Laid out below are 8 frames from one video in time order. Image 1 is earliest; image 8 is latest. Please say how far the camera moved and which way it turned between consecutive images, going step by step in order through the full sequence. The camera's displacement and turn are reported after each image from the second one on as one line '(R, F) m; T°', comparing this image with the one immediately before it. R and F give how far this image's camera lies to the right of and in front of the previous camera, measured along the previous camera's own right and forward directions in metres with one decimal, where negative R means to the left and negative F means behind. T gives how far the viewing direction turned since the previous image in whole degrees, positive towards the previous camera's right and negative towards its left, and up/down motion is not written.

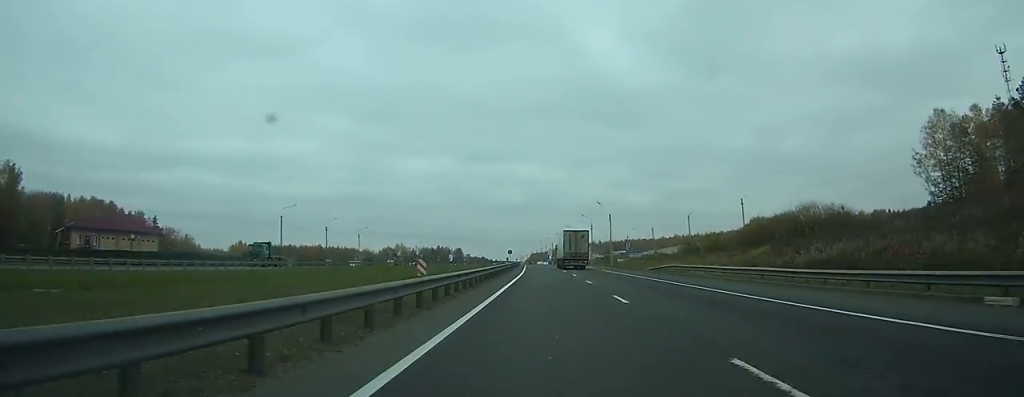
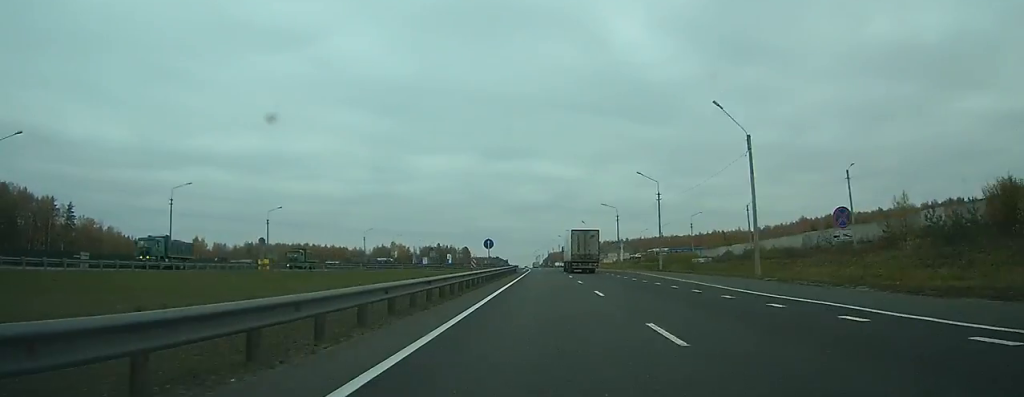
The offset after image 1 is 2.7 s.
(-0.5, +73.1) m; -1°
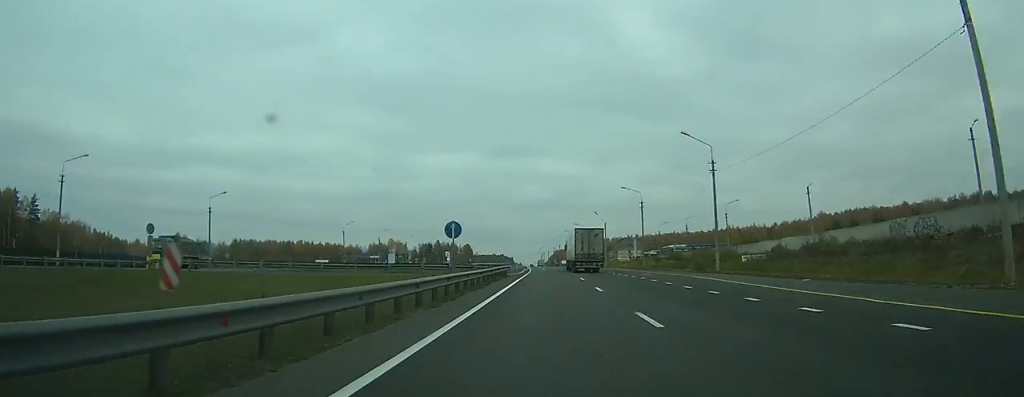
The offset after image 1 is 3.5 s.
(-0.2, +22.8) m; -1°
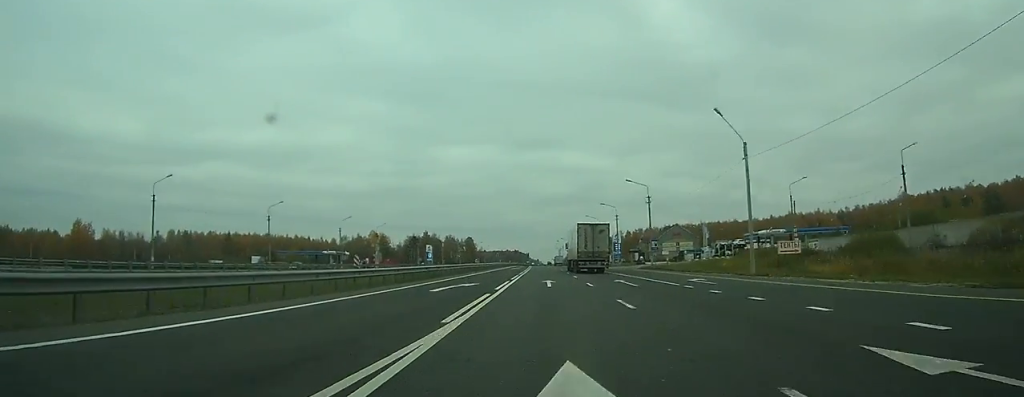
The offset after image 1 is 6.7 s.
(-1.2, +77.6) m; -2°
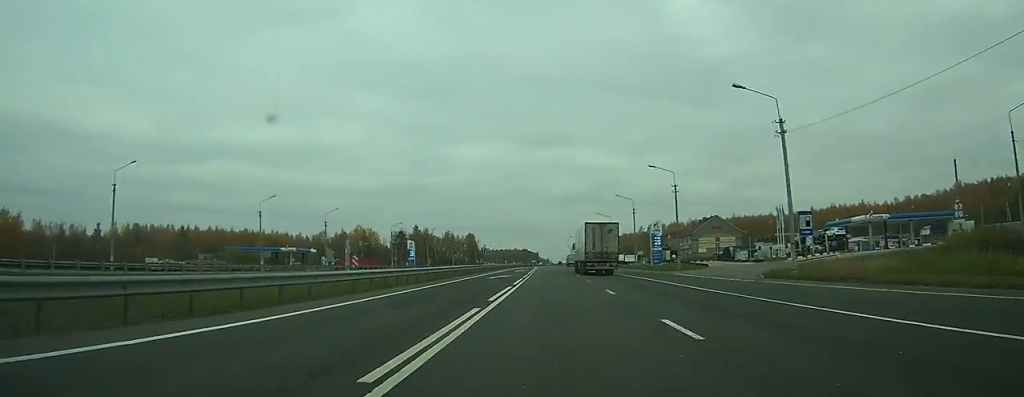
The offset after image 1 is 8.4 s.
(-0.4, +38.4) m; -1°
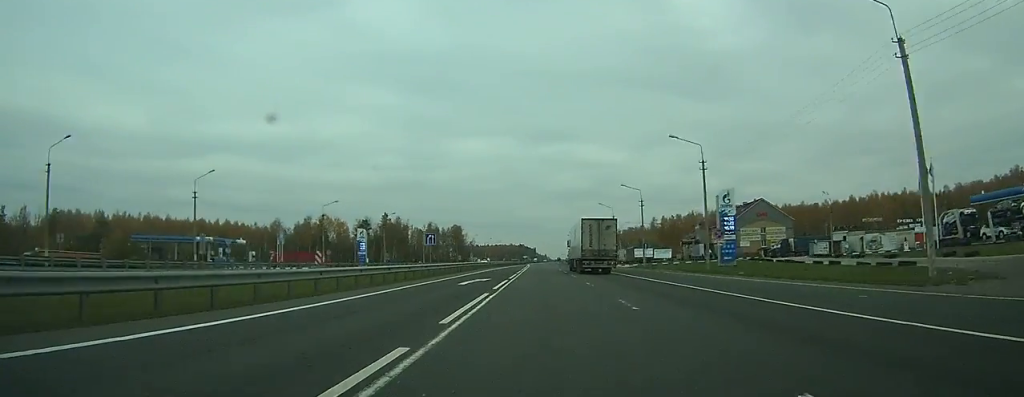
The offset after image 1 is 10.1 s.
(-0.3, +42.1) m; -1°
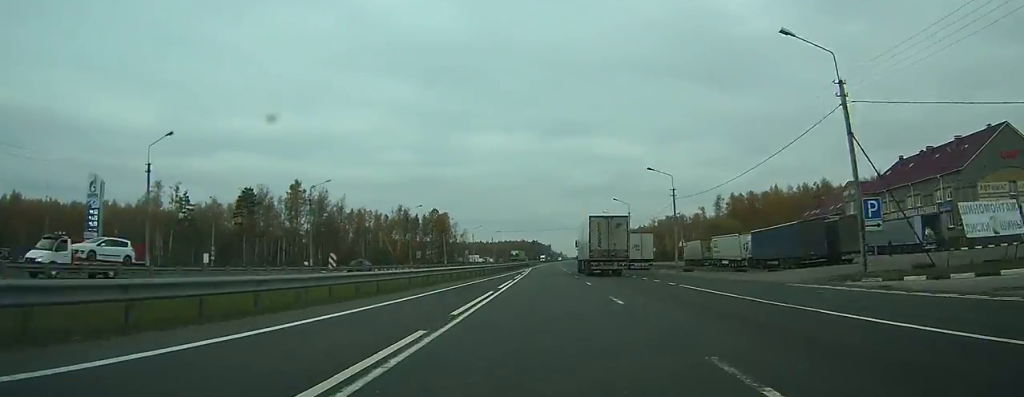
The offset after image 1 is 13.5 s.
(-0.7, +83.0) m; -1°
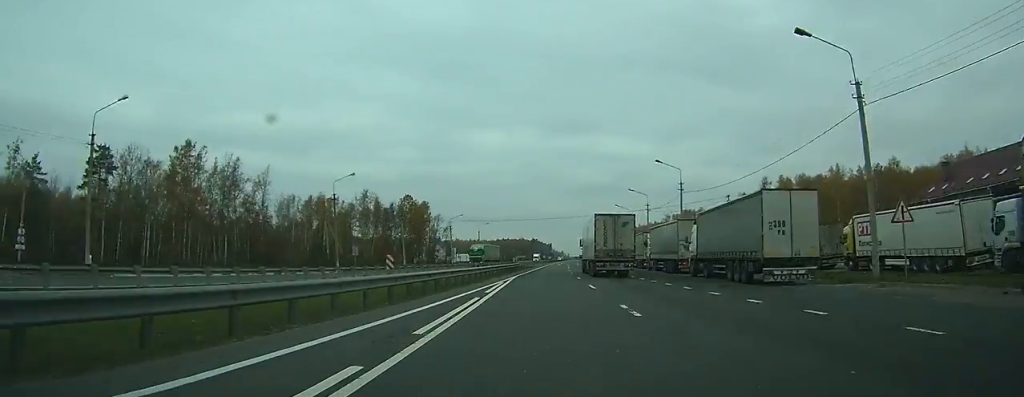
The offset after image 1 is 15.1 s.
(-0.2, +36.5) m; 0°
